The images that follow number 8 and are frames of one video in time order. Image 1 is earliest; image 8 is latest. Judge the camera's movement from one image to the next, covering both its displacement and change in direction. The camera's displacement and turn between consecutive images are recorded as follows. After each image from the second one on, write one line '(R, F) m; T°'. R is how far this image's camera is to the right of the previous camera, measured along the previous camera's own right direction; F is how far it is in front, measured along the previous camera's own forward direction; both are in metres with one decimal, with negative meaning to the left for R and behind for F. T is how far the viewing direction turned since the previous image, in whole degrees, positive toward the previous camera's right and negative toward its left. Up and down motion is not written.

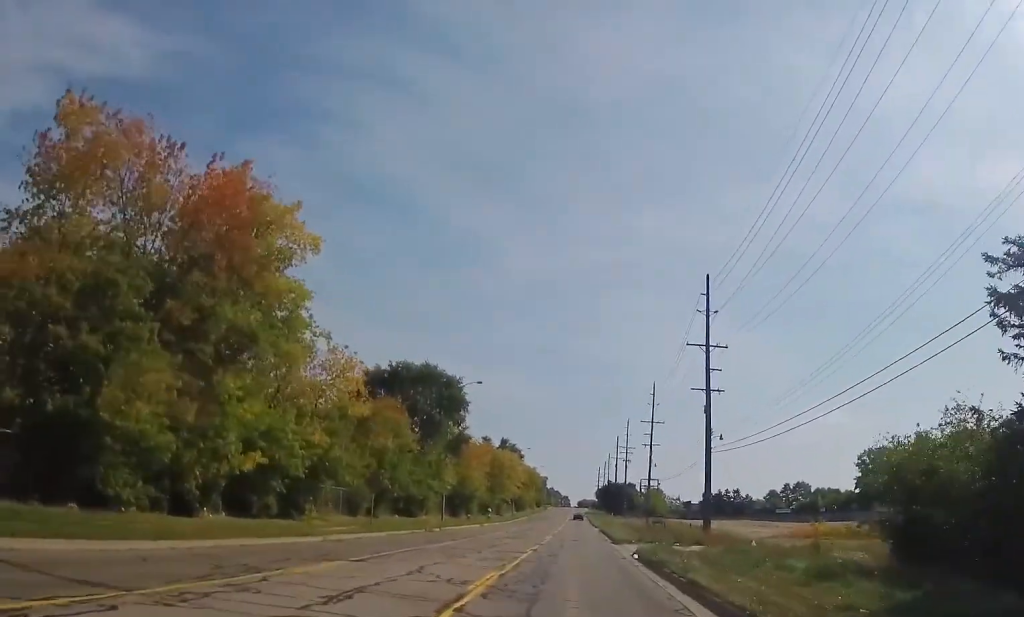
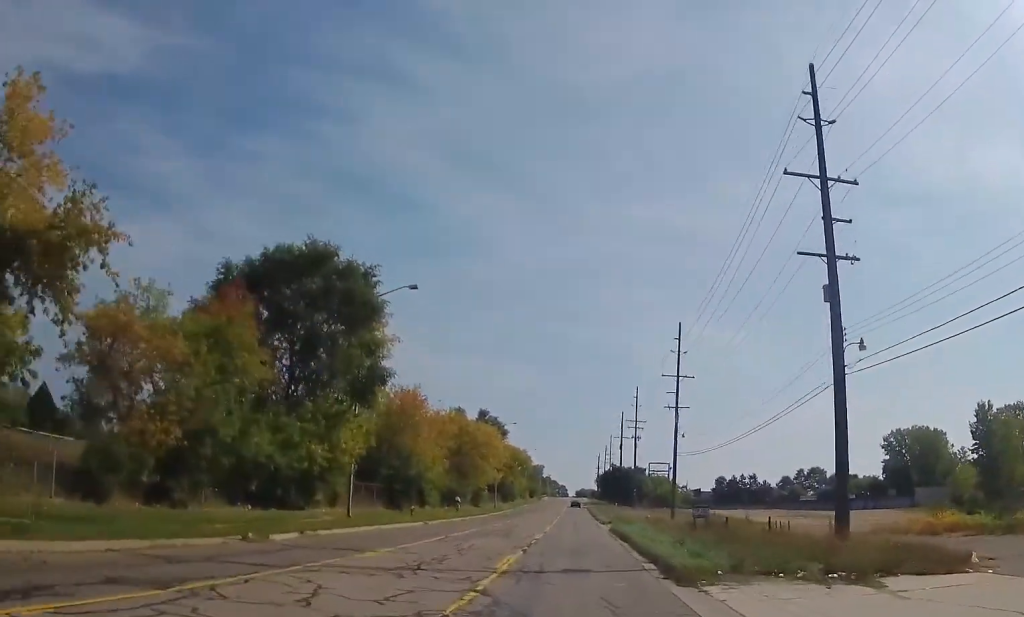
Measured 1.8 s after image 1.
(-0.1, +25.8) m; 0°
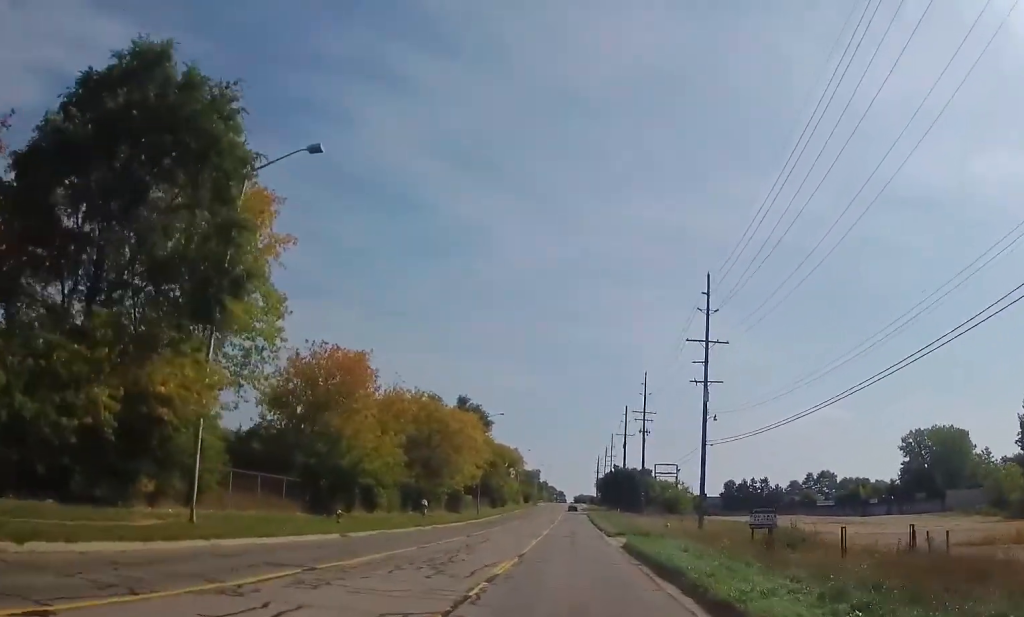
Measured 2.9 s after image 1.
(0.0, +15.9) m; 0°
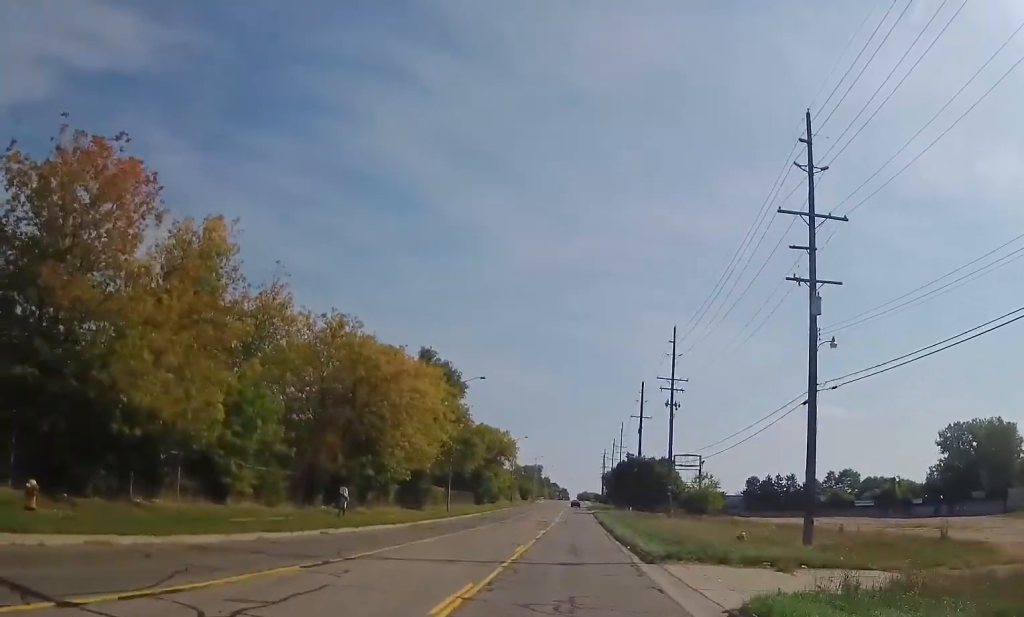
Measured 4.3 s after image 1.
(0.0, +22.3) m; +2°
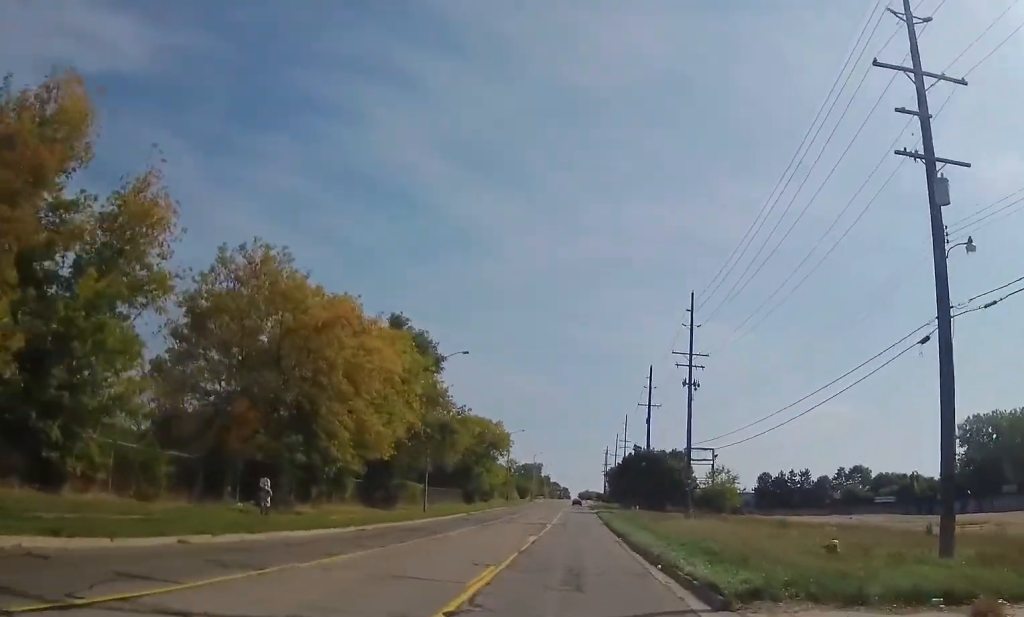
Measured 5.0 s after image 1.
(+0.4, +10.3) m; 0°
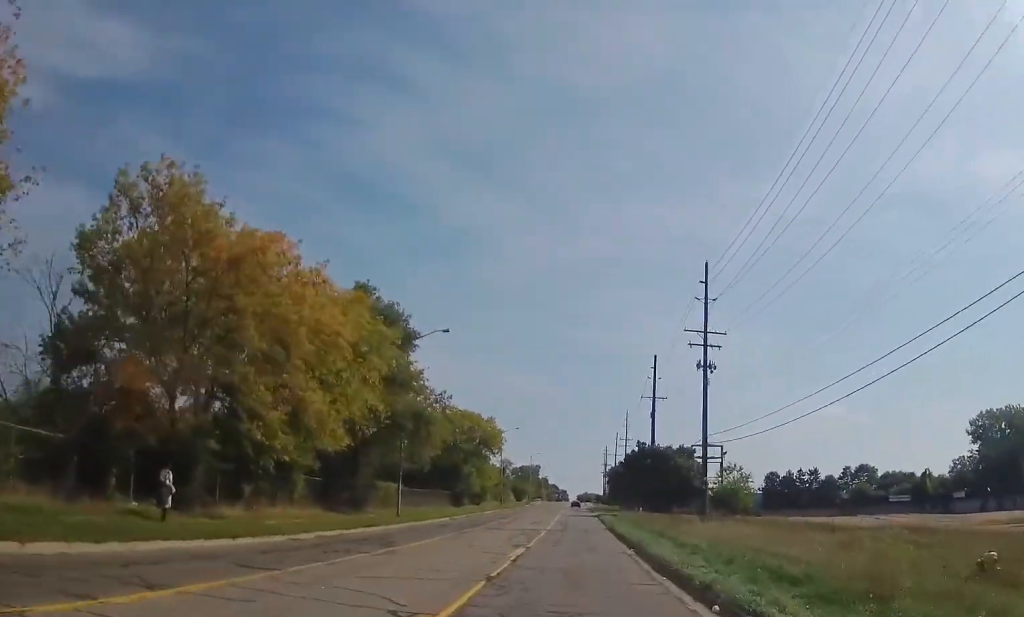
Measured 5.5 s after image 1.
(+0.1, +7.6) m; 0°
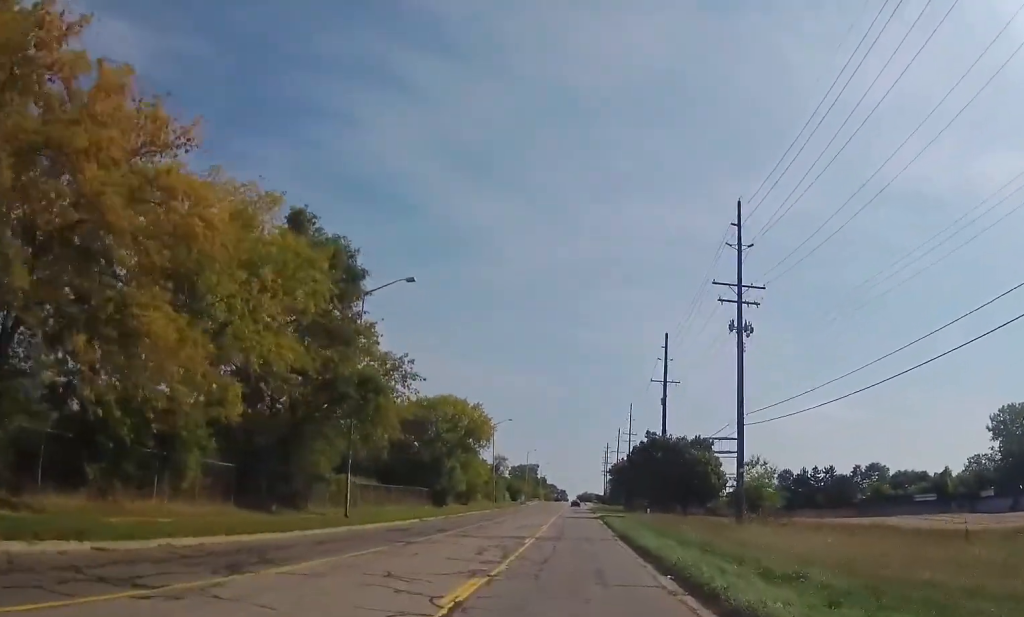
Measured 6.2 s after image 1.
(-0.3, +10.5) m; -2°
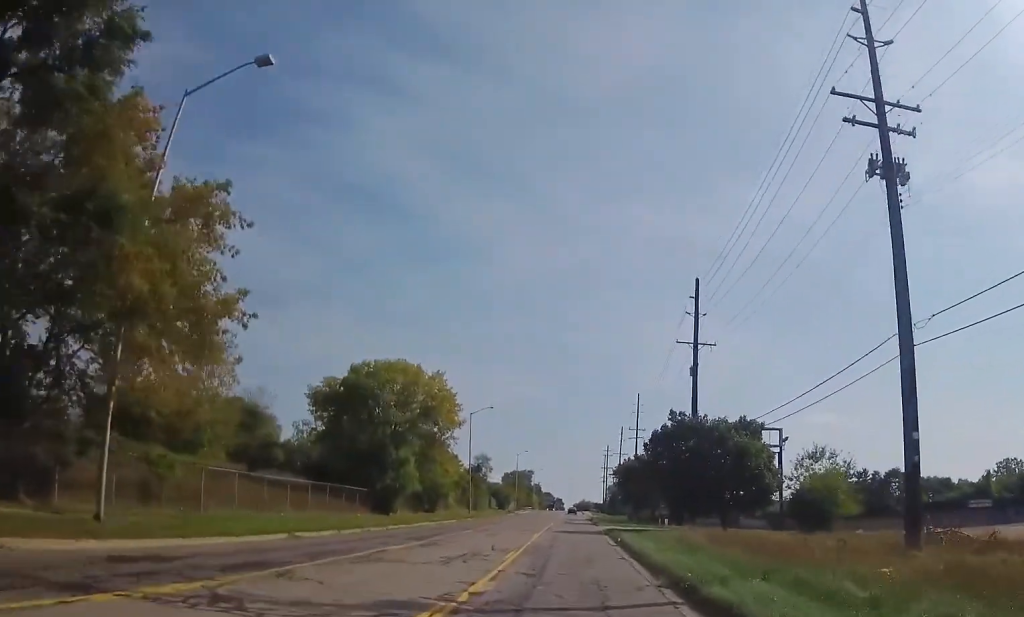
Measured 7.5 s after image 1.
(-0.2, +20.0) m; -1°
